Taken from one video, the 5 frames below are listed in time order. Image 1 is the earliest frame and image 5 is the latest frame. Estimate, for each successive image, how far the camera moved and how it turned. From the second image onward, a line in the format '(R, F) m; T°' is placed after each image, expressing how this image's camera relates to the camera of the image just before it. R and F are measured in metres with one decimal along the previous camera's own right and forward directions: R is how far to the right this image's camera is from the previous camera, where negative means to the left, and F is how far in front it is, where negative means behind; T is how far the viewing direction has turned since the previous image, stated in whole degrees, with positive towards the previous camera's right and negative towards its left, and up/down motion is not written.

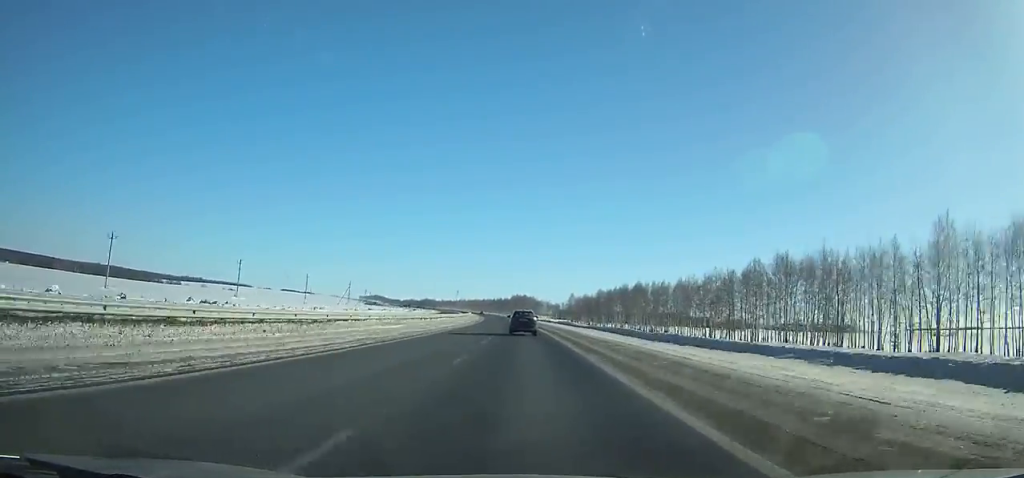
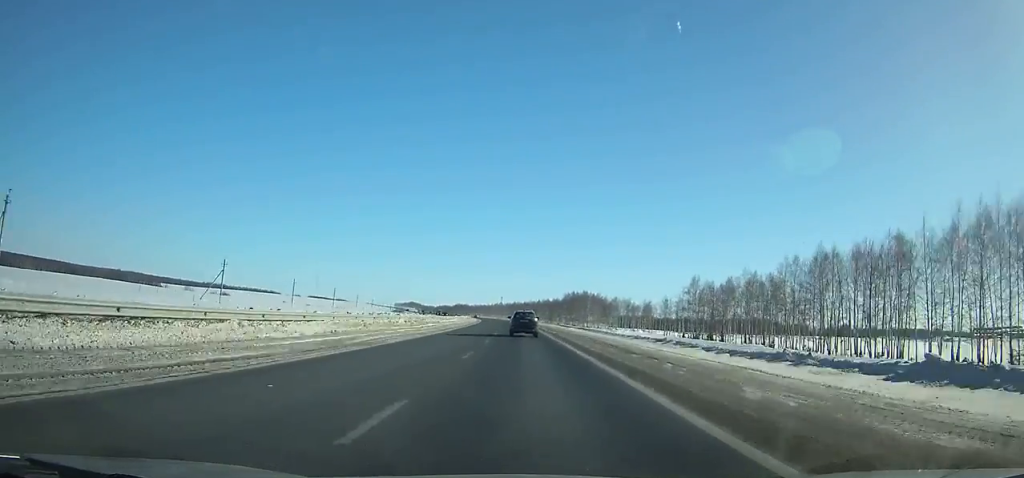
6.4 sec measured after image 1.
(-7.5, +163.5) m; -5°
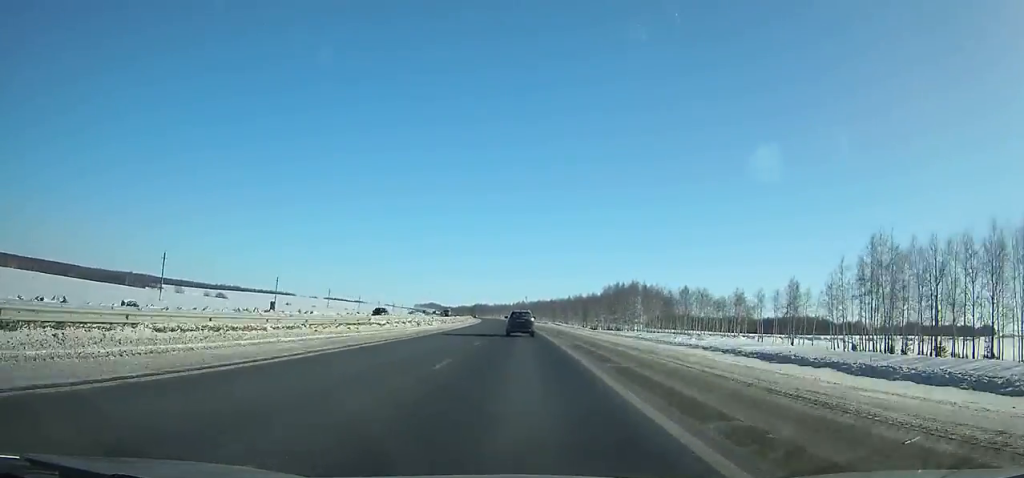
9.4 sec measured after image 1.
(-1.1, +75.8) m; -2°
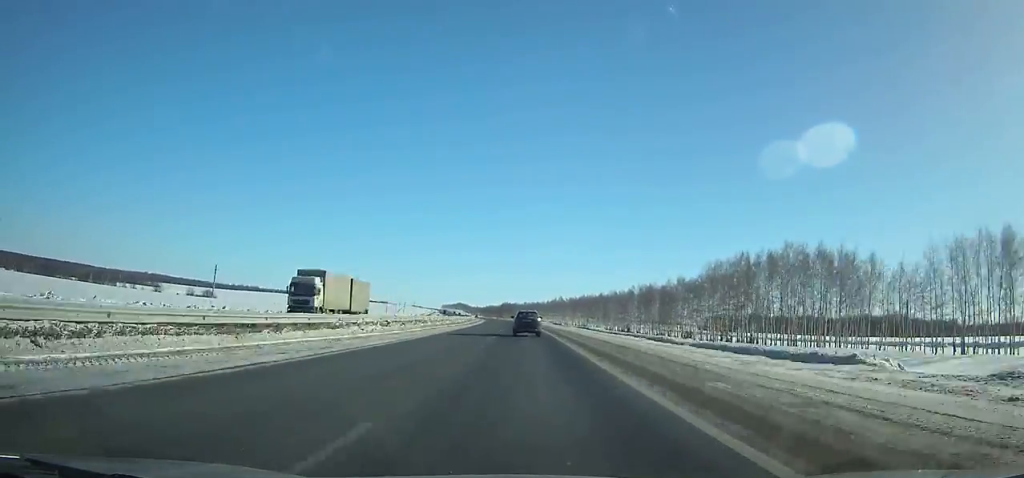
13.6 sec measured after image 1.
(-3.9, +105.6) m; -4°
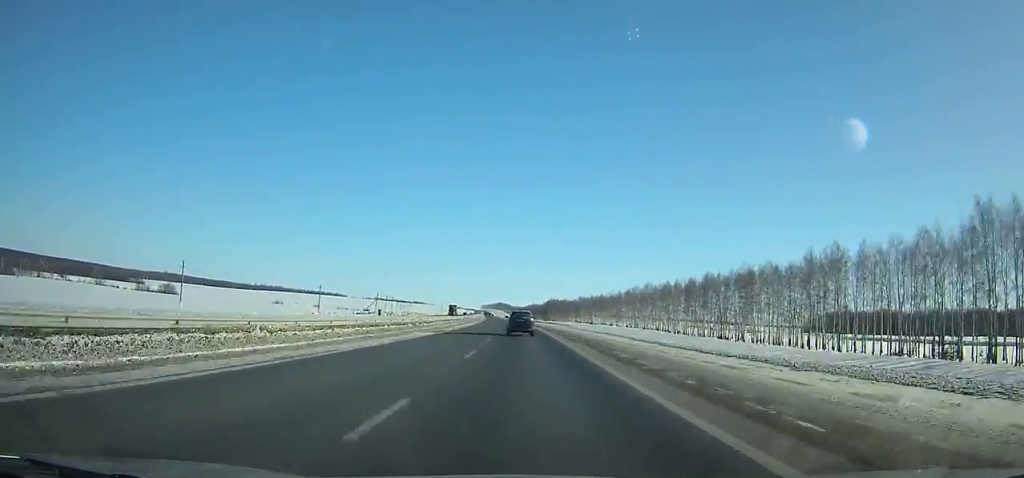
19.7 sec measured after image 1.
(-5.4, +153.5) m; -4°
